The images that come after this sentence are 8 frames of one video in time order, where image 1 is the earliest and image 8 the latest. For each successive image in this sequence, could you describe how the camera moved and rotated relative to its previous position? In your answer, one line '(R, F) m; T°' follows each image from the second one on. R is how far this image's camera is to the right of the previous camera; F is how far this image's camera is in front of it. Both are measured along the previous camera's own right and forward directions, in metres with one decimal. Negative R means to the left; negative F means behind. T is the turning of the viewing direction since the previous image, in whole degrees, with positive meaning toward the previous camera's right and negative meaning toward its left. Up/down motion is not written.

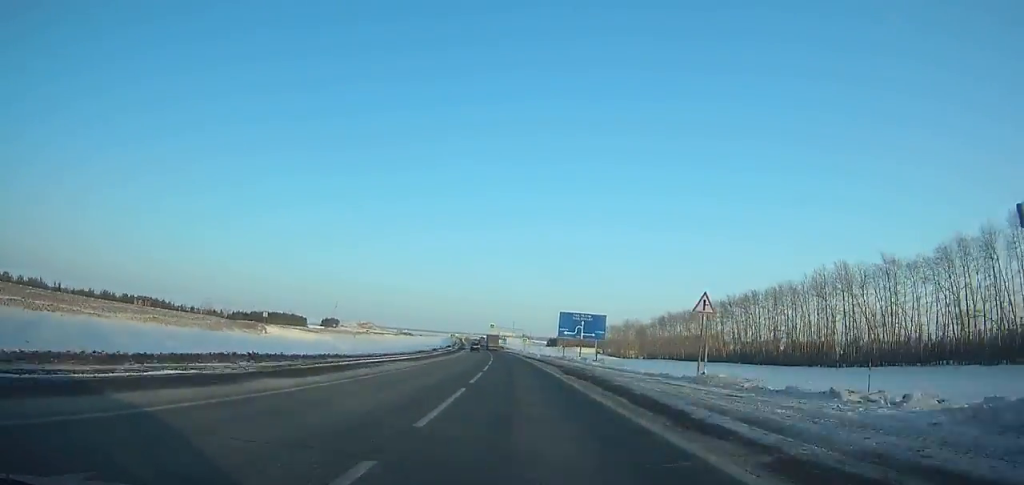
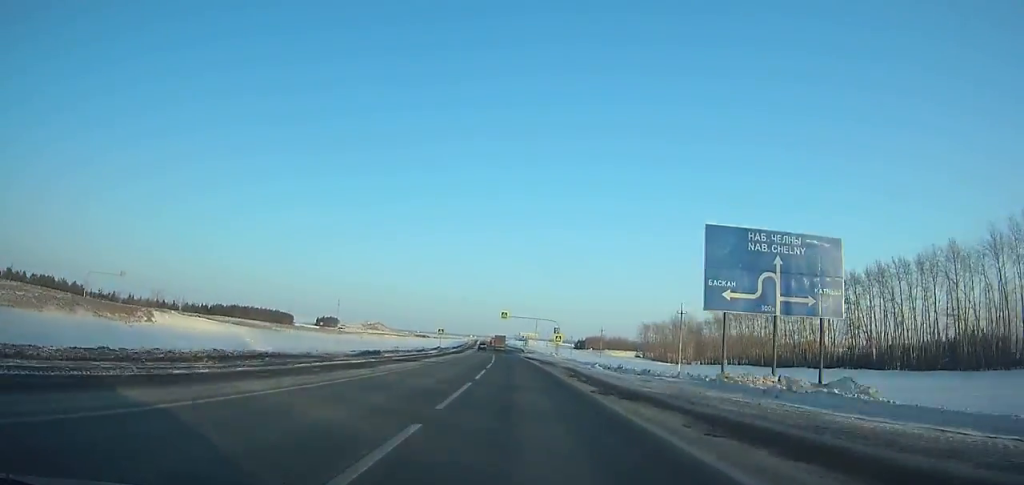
(-0.8, +56.5) m; -2°
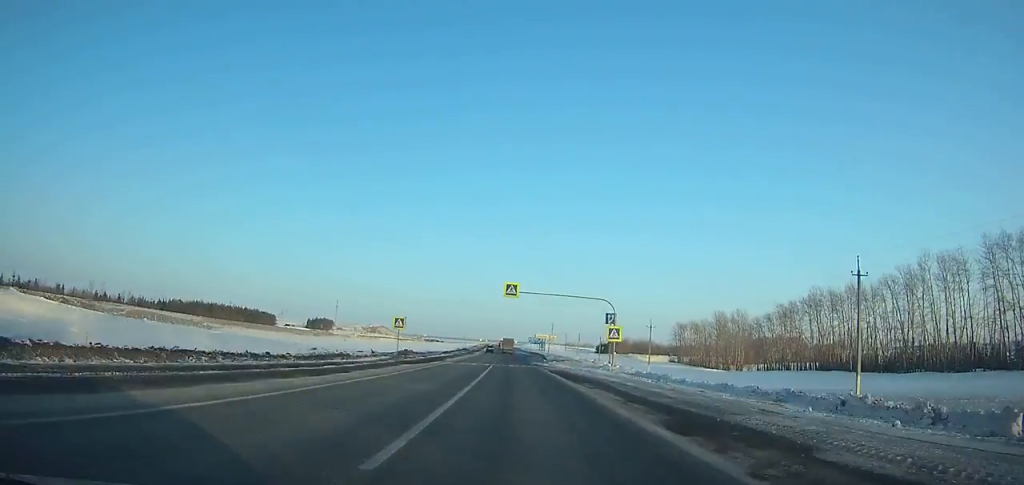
(-0.5, +41.2) m; -1°
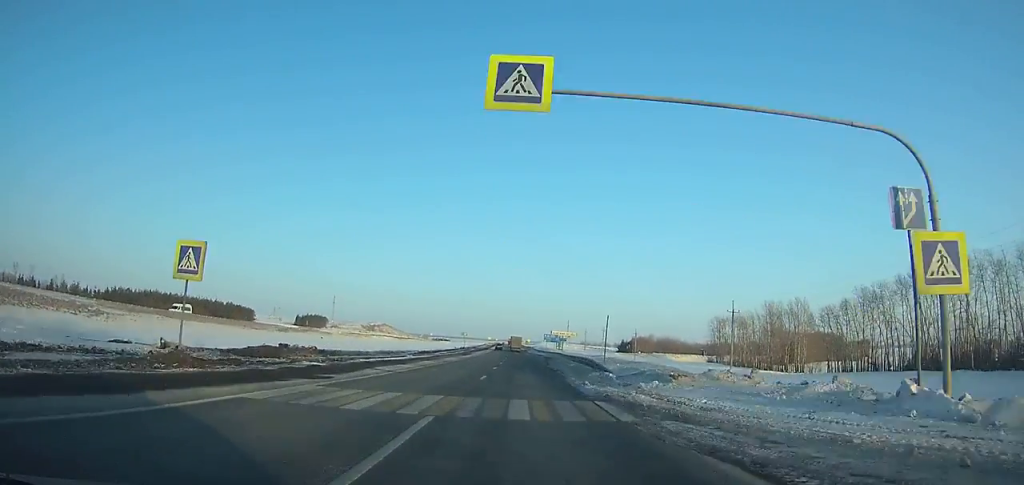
(-0.3, +36.1) m; -1°
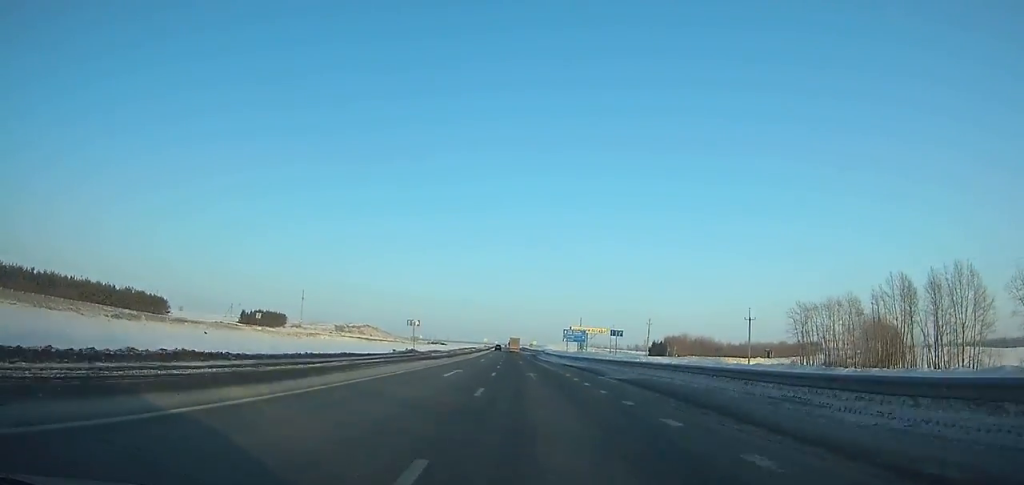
(-0.6, +66.7) m; -1°
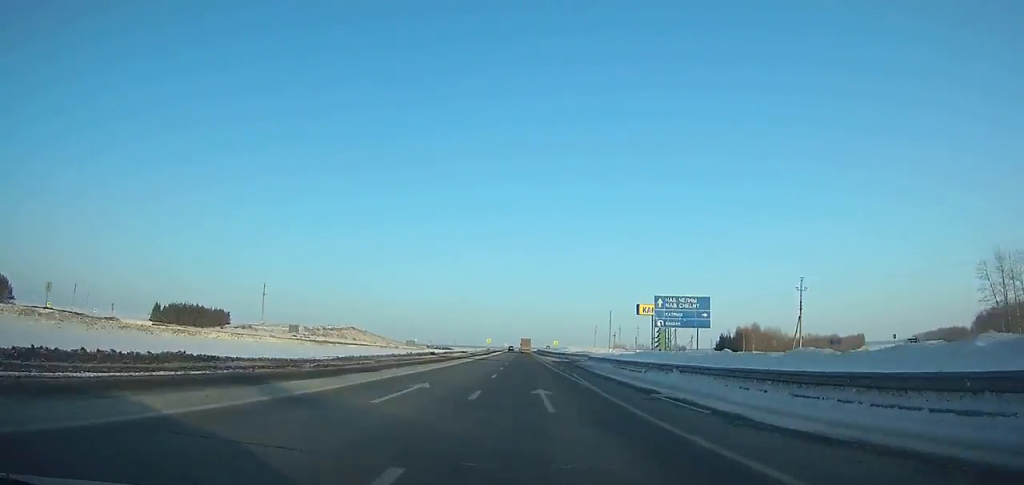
(-0.3, +71.0) m; 0°
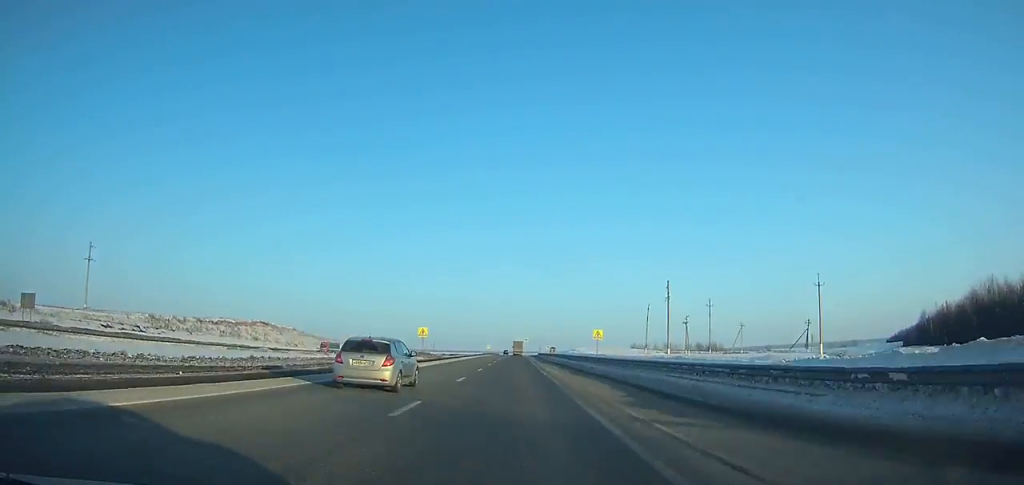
(+0.1, +123.3) m; 0°
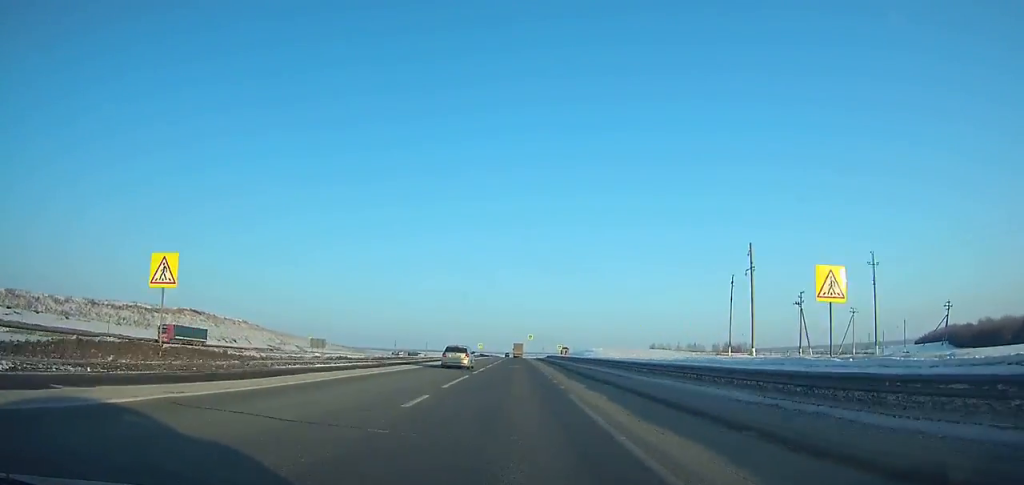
(+0.1, +57.7) m; 0°
